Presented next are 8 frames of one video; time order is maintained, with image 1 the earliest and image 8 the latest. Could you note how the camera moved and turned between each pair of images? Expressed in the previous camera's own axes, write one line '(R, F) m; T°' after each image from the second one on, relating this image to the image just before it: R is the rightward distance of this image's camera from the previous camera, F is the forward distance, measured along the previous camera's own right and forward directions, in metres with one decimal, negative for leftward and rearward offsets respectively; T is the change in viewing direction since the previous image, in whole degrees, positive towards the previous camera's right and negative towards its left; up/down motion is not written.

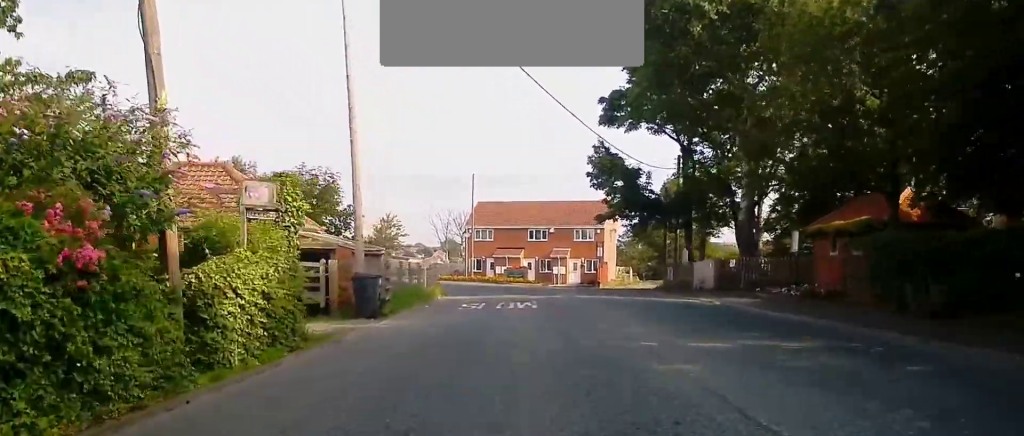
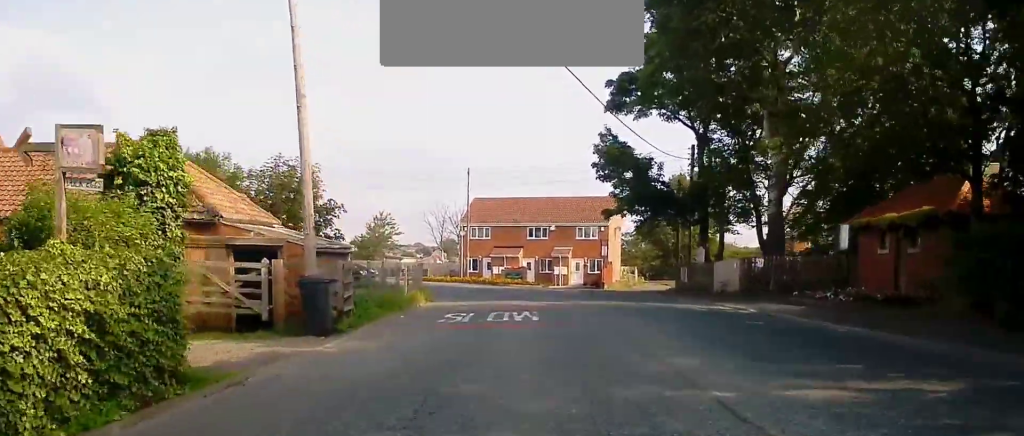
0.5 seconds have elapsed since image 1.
(0.0, +4.6) m; 0°
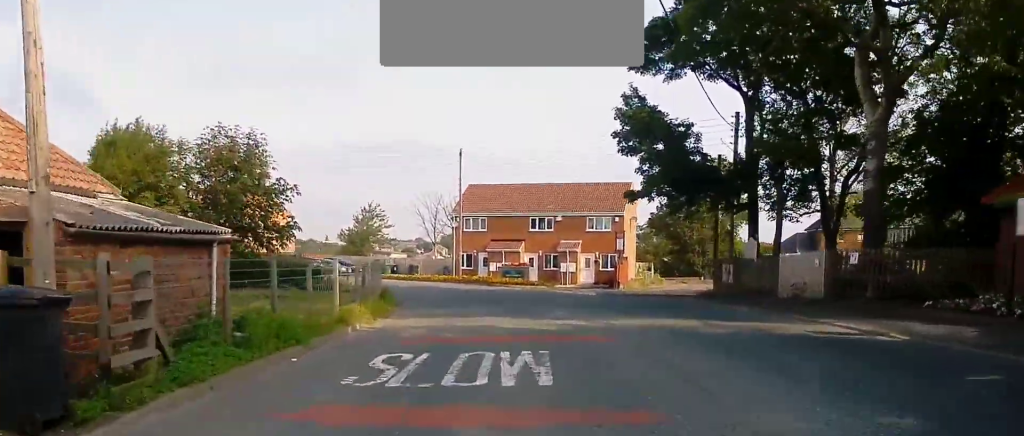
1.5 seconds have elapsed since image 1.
(+0.2, +9.2) m; -1°
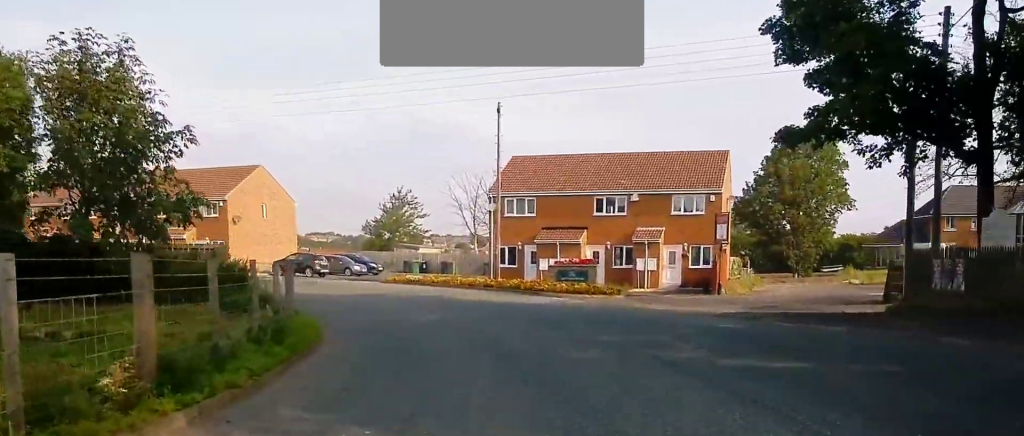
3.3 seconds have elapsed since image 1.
(-0.4, +15.3) m; -2°
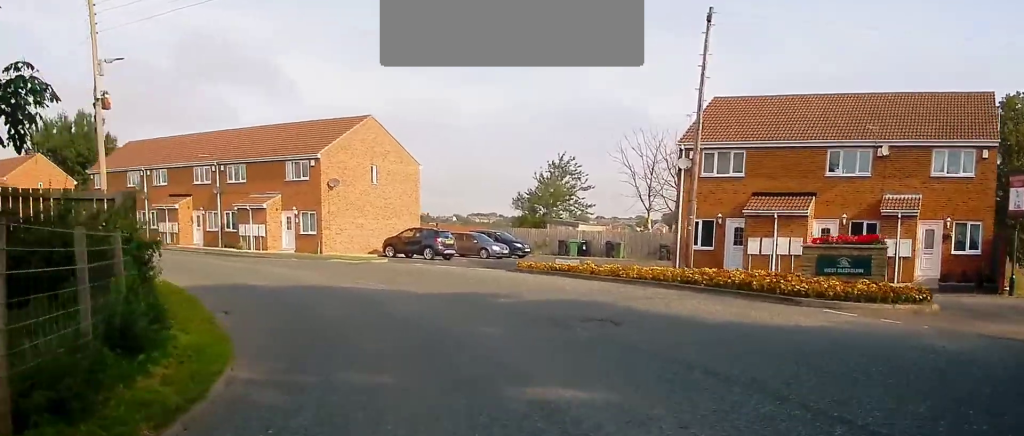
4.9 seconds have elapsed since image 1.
(-0.9, +13.3) m; -11°
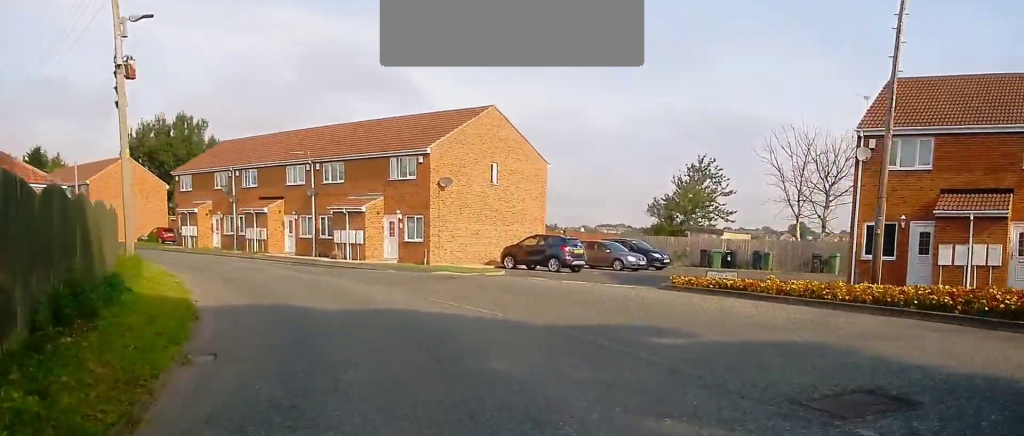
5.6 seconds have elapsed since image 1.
(-0.3, +5.8) m; -7°
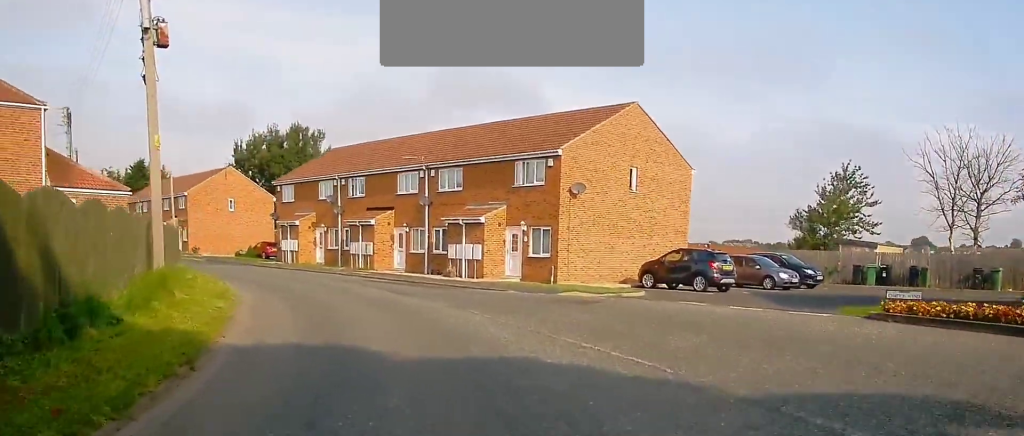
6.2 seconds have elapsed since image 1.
(0.0, +4.8) m; -7°
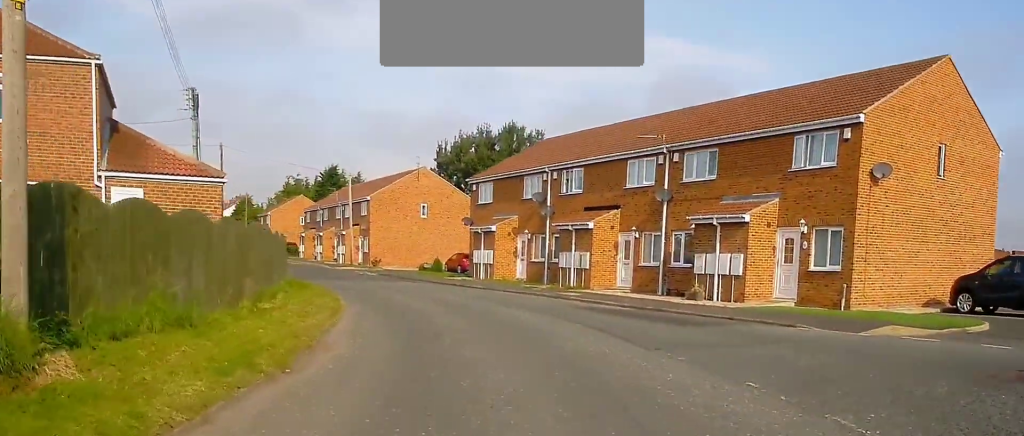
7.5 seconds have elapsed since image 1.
(-1.7, +9.6) m; -17°
